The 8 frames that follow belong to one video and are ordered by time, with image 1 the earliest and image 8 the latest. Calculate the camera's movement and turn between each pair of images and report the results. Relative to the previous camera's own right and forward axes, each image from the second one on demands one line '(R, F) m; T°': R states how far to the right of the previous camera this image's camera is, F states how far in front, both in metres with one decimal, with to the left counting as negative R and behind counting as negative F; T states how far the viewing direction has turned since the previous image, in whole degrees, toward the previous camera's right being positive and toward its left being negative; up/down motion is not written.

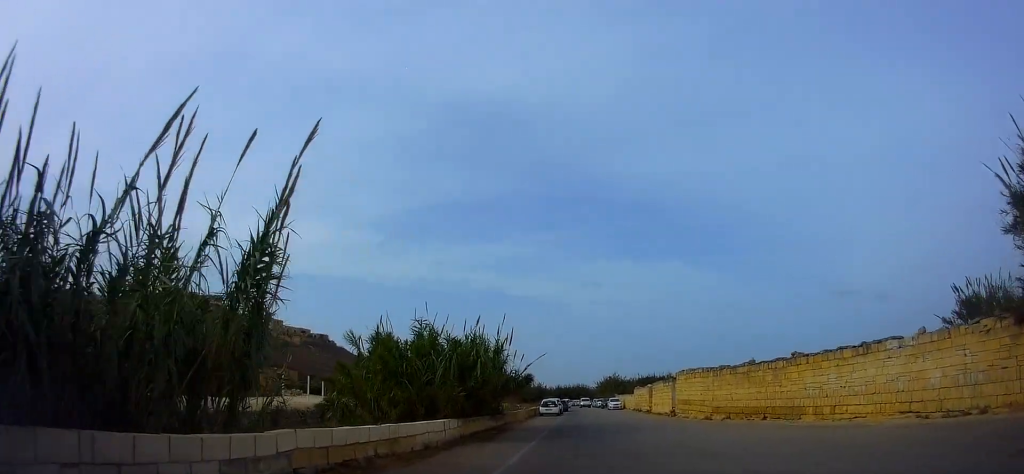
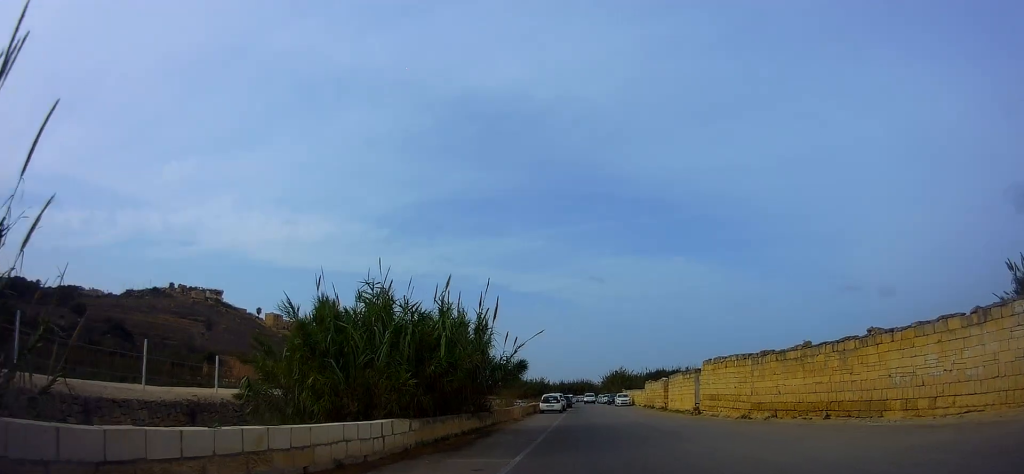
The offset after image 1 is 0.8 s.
(-0.2, +6.3) m; -2°
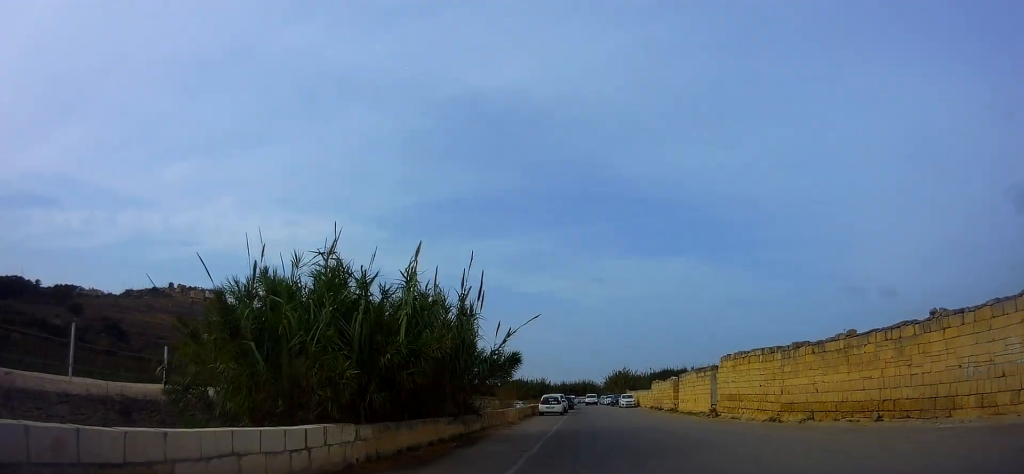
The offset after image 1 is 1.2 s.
(0.0, +3.6) m; -1°
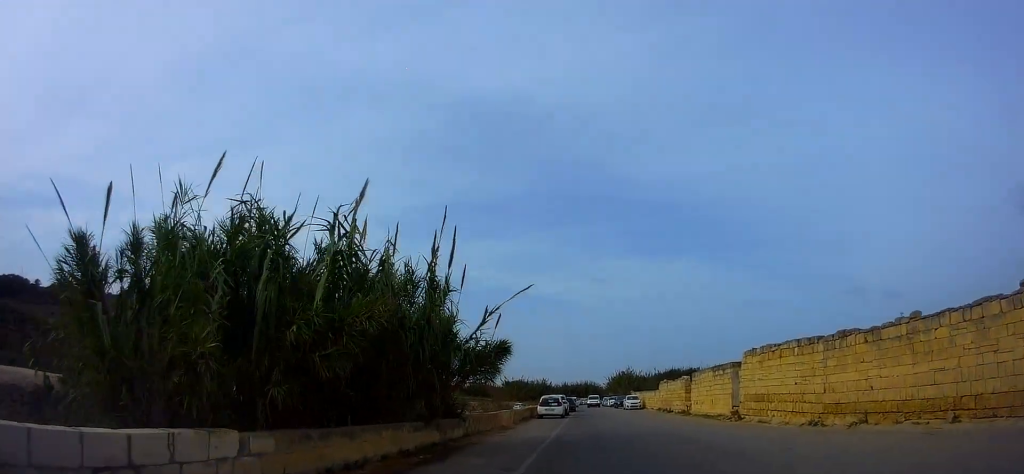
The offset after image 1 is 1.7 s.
(0.0, +3.7) m; -1°
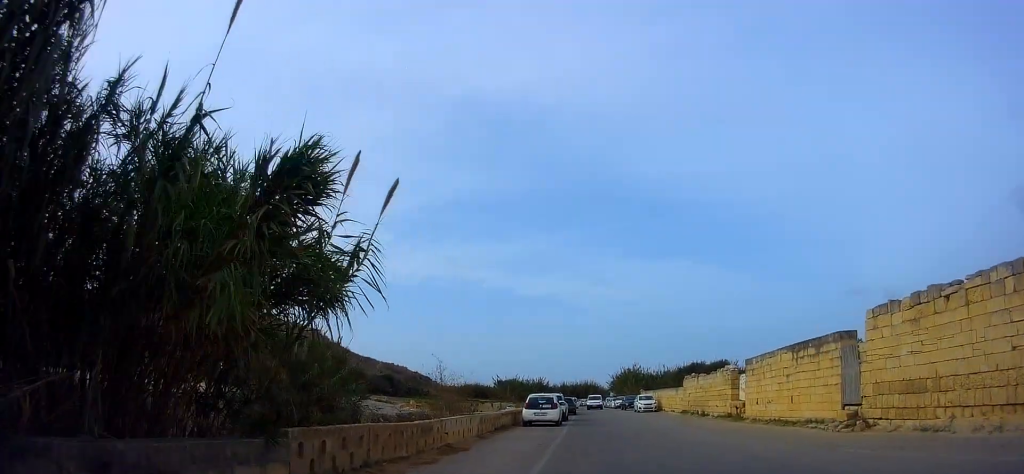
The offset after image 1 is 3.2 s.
(-0.1, +11.8) m; +1°
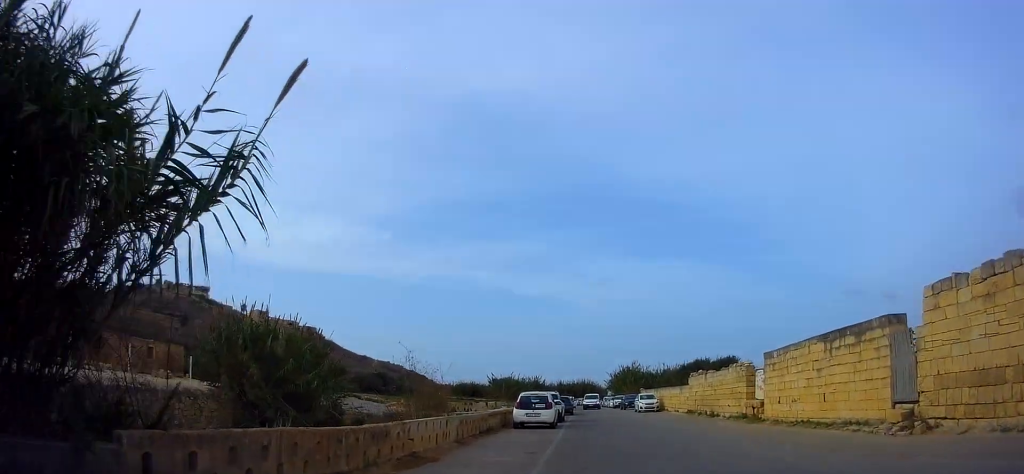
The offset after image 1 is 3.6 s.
(+0.1, +3.1) m; +2°
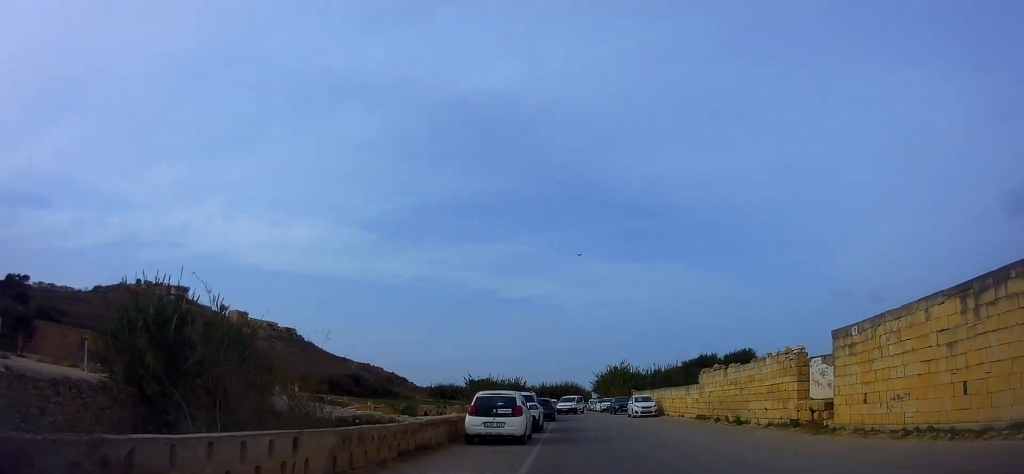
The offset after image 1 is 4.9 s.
(+0.3, +8.5) m; +2°
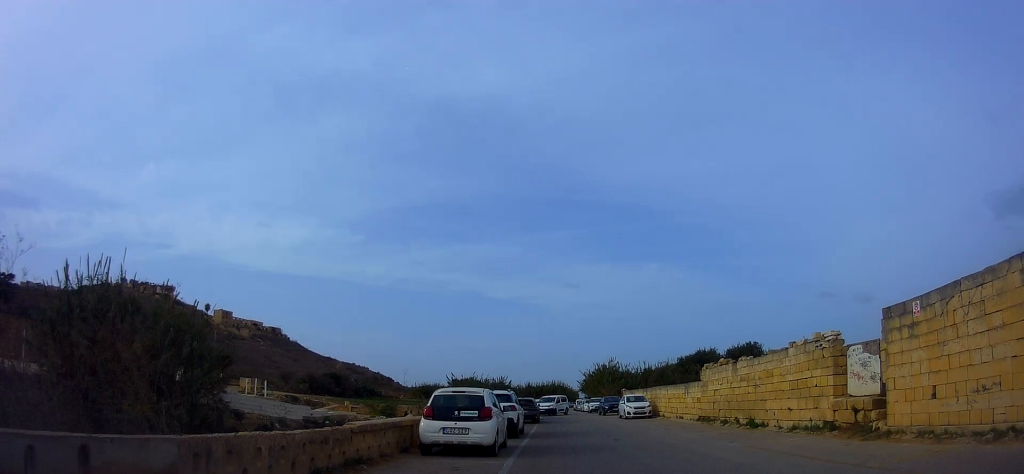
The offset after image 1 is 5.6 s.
(-0.1, +3.6) m; -2°
